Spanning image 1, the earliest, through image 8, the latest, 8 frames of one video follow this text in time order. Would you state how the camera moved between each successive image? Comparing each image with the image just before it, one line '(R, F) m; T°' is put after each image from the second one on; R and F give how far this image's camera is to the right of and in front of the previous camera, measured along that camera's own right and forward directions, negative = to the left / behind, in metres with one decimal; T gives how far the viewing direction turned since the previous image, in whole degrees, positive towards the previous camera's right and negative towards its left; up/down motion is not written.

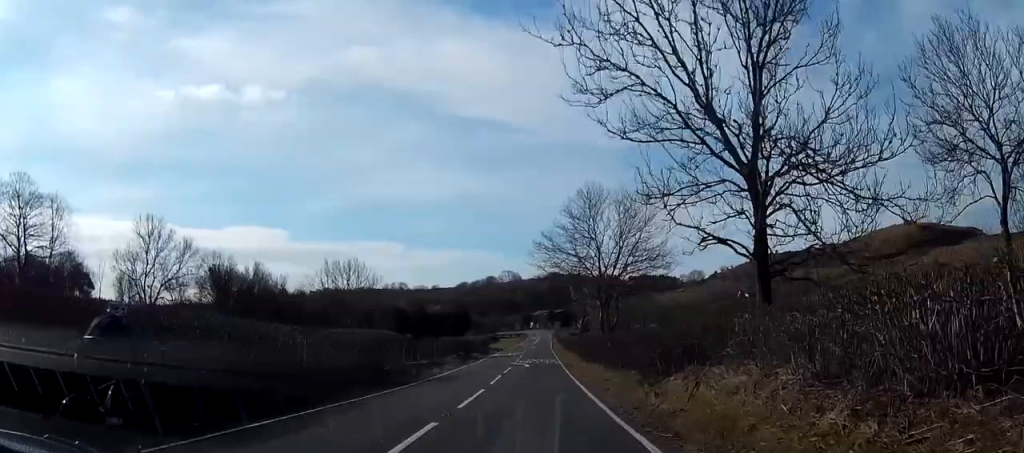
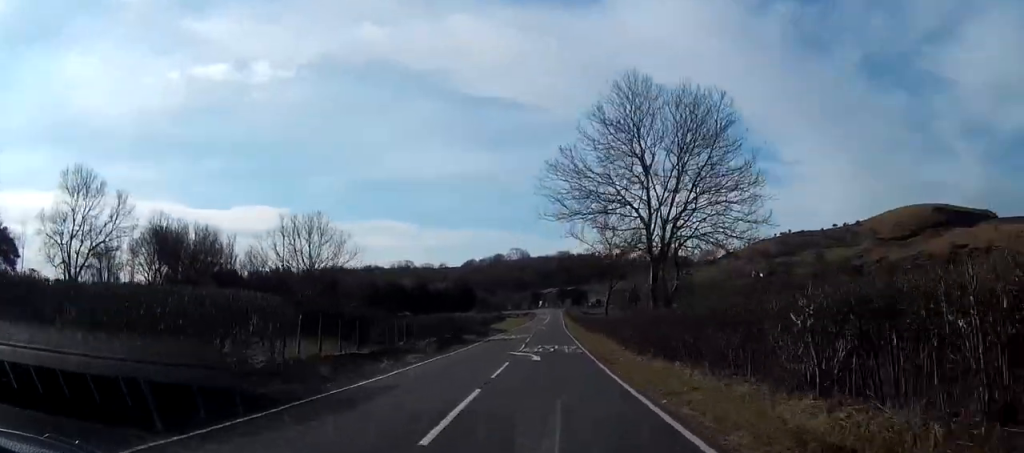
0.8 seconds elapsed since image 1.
(-0.5, +14.4) m; -1°
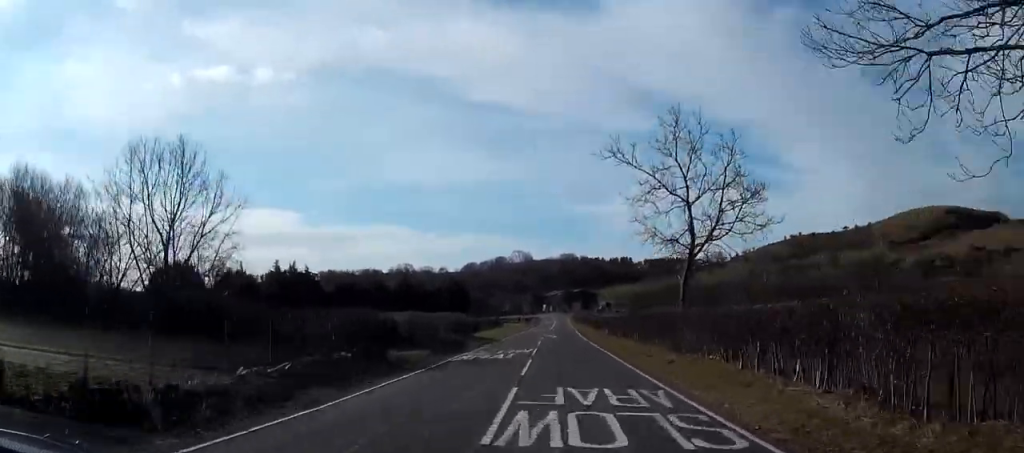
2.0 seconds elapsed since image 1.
(+0.1, +22.9) m; +1°
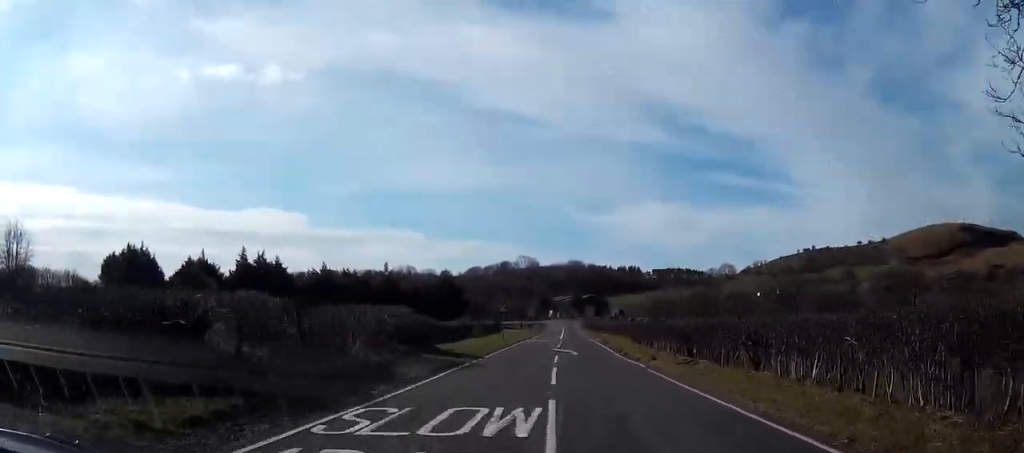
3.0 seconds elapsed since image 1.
(0.0, +20.5) m; -1°
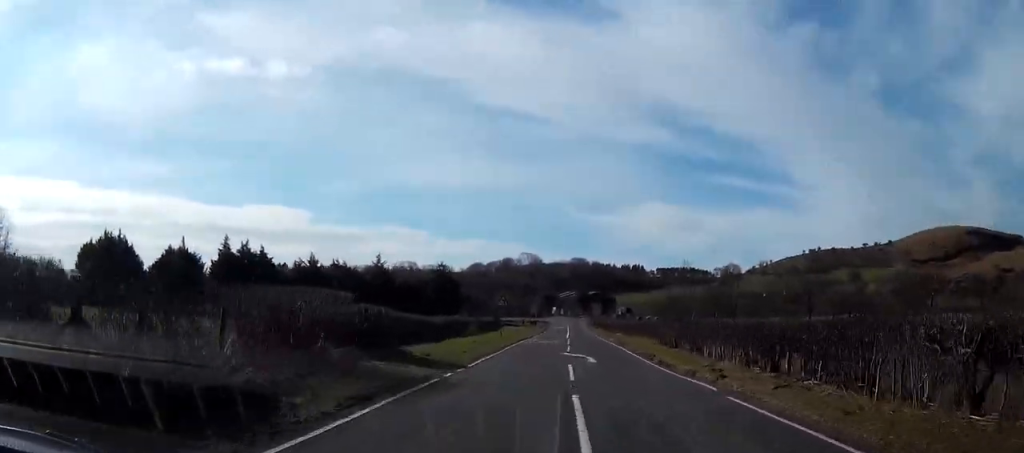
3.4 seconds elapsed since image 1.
(-0.1, +8.9) m; -1°
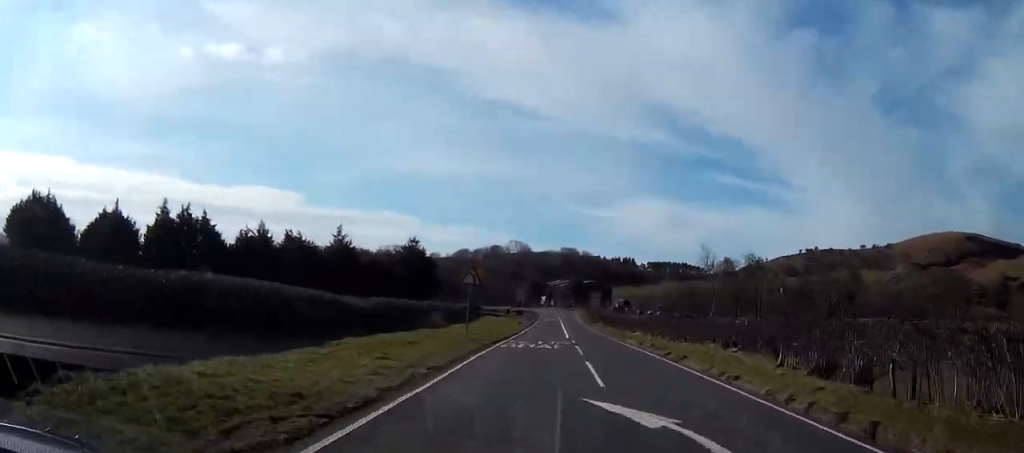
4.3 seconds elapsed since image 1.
(-0.1, +19.1) m; 0°
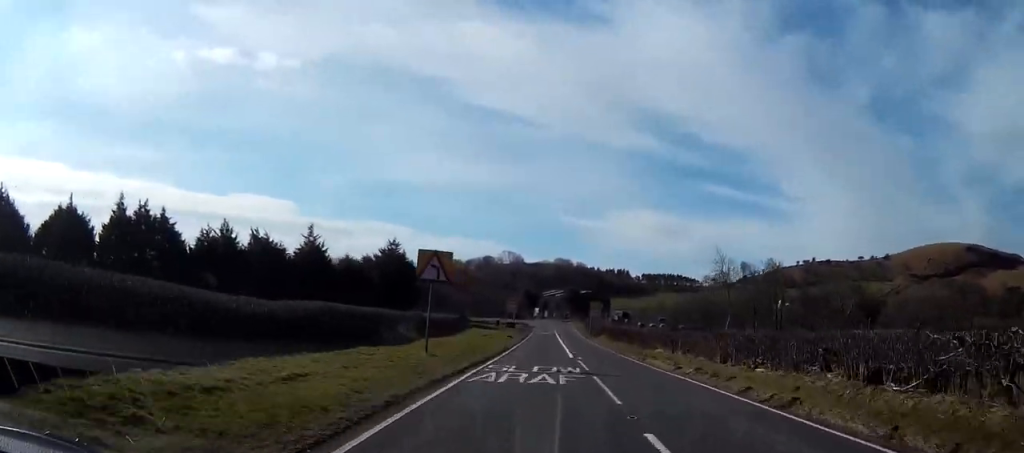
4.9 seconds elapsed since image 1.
(0.0, +10.8) m; 0°
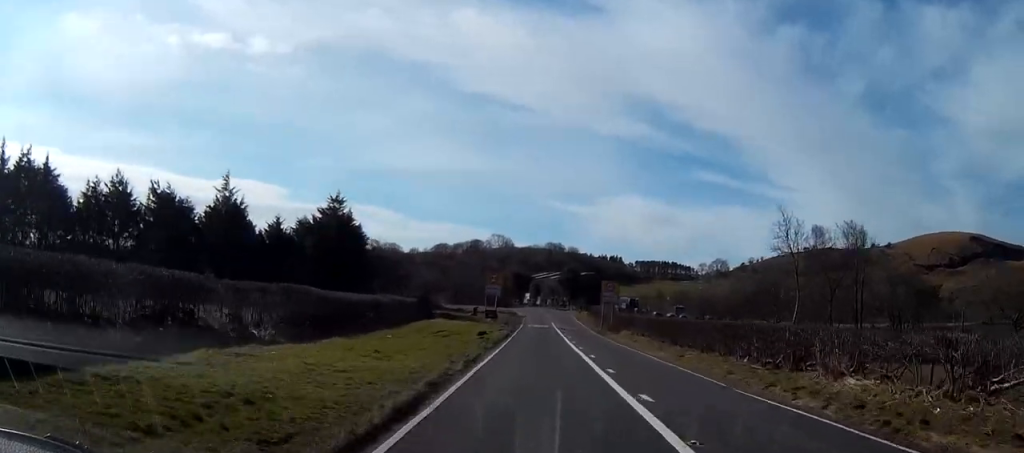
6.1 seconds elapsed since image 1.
(+0.2, +24.7) m; +1°
